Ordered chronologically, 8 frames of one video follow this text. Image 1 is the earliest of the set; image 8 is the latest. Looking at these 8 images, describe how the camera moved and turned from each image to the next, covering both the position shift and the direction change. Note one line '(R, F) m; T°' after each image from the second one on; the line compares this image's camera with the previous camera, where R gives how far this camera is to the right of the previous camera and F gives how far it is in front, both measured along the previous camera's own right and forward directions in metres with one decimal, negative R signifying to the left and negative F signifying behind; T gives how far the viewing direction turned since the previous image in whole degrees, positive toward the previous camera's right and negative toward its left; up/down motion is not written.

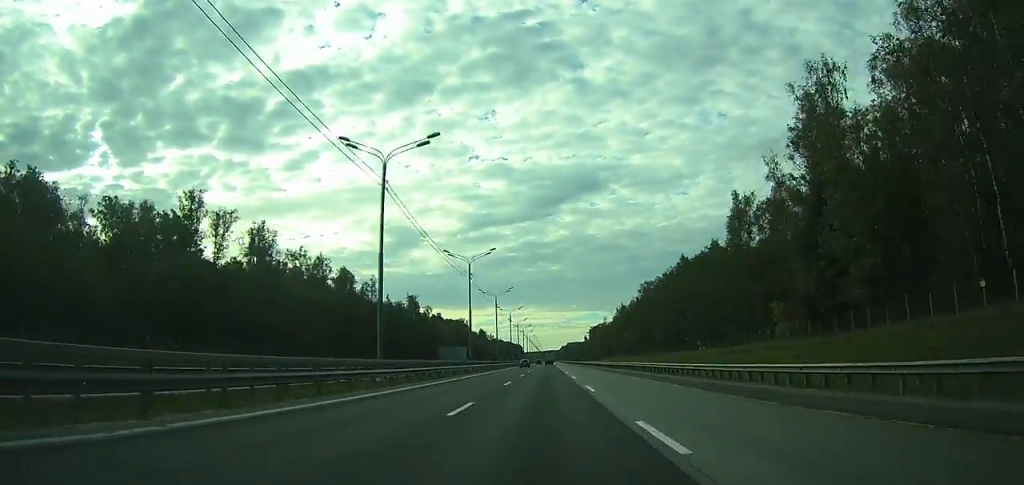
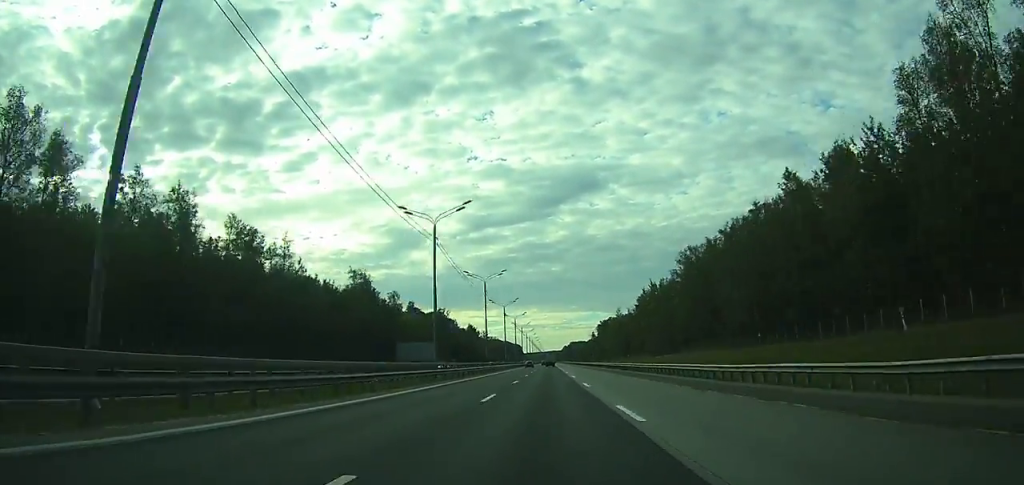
(-0.1, +56.6) m; 0°
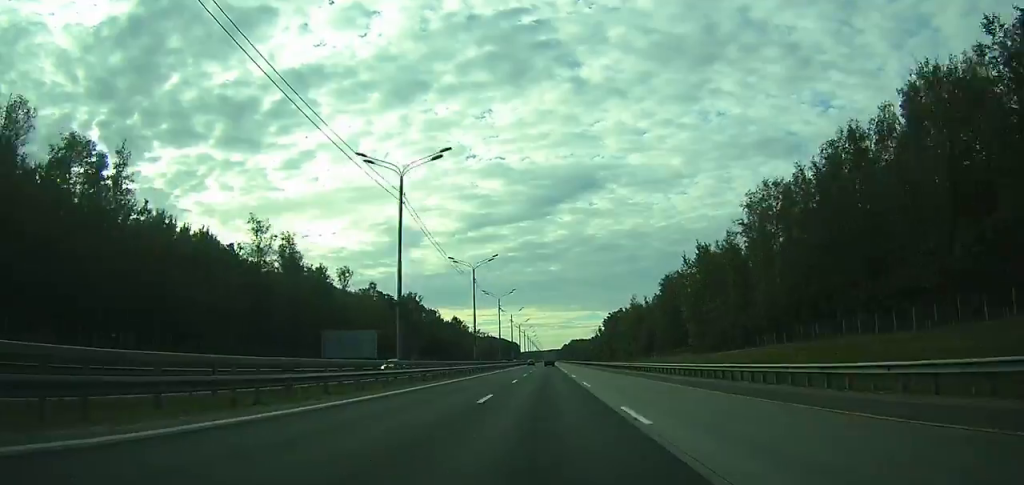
(+0.1, +46.9) m; 0°
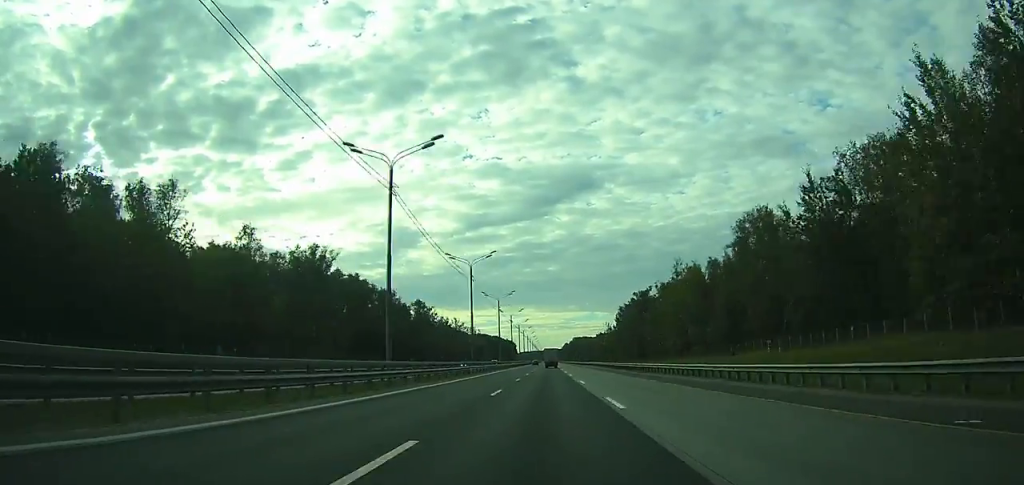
(+0.3, +77.5) m; 0°
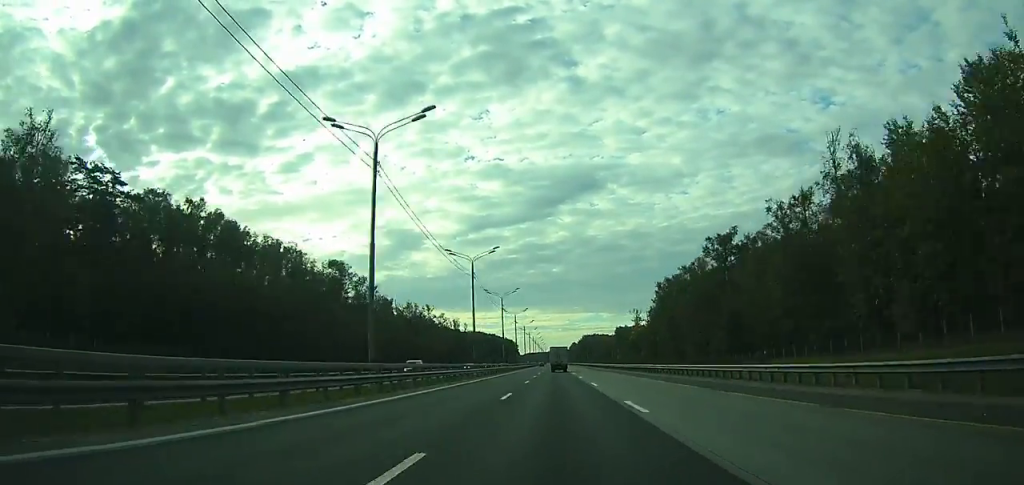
(-0.2, +83.9) m; -1°
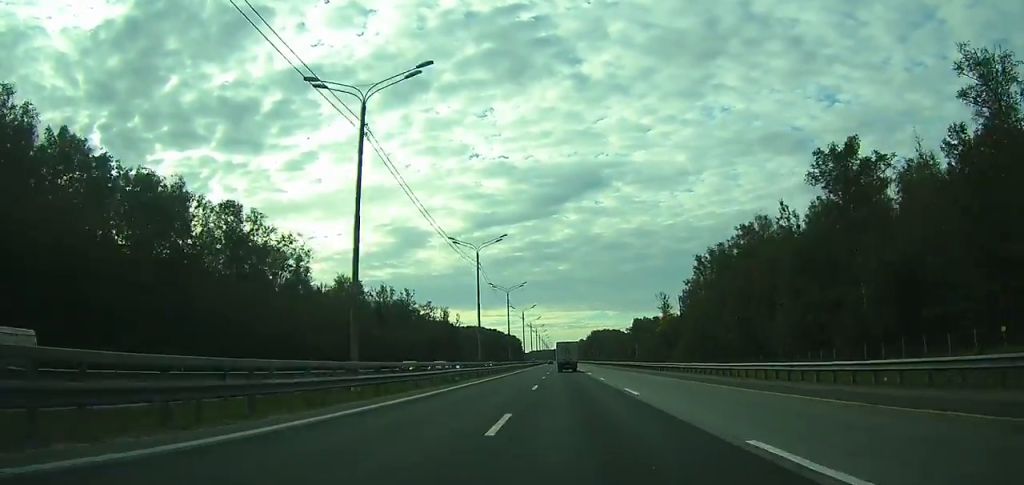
(-0.2, +42.0) m; 0°
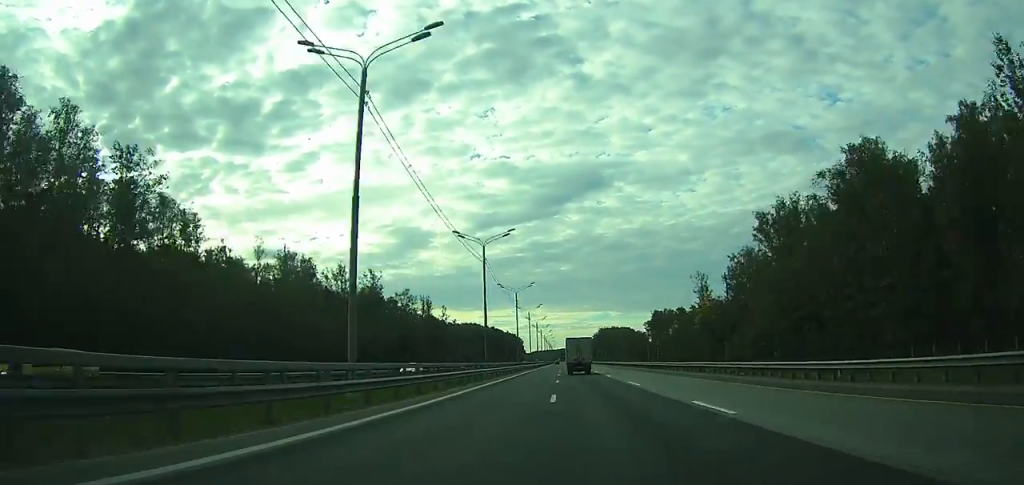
(-0.2, +38.9) m; 0°
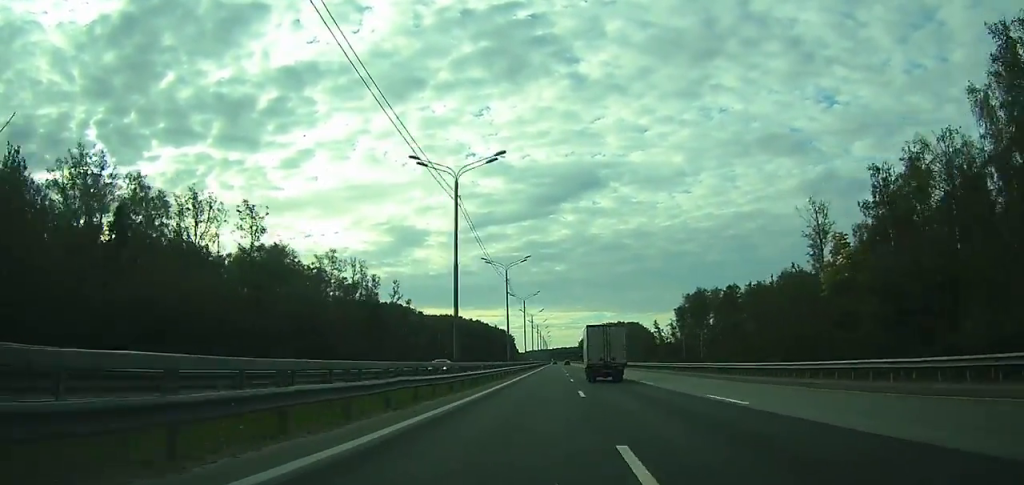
(-0.1, +58.9) m; 0°
